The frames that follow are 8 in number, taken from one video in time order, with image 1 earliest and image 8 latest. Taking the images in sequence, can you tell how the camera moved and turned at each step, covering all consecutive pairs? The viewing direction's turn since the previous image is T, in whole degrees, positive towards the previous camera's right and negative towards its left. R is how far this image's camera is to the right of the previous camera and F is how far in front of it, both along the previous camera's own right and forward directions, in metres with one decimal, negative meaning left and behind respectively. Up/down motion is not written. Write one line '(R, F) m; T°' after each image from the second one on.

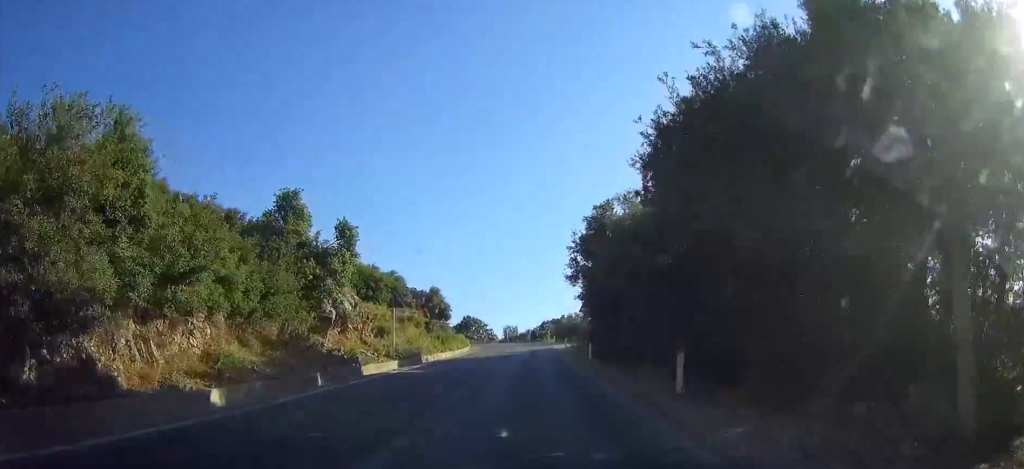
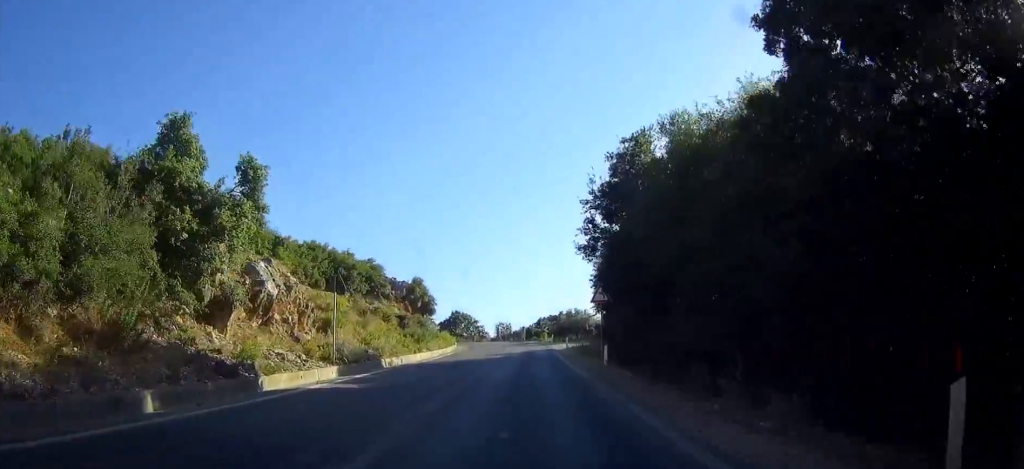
(+0.1, +9.2) m; 0°
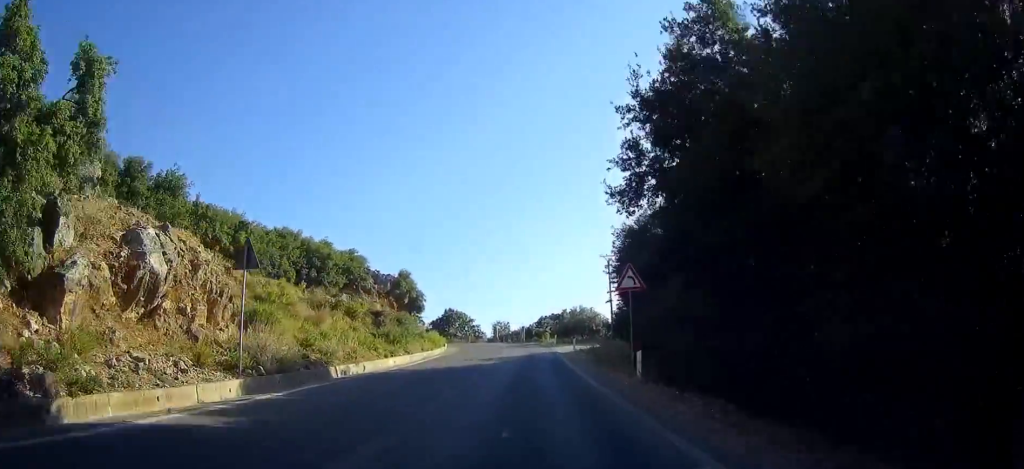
(+0.1, +7.8) m; 0°
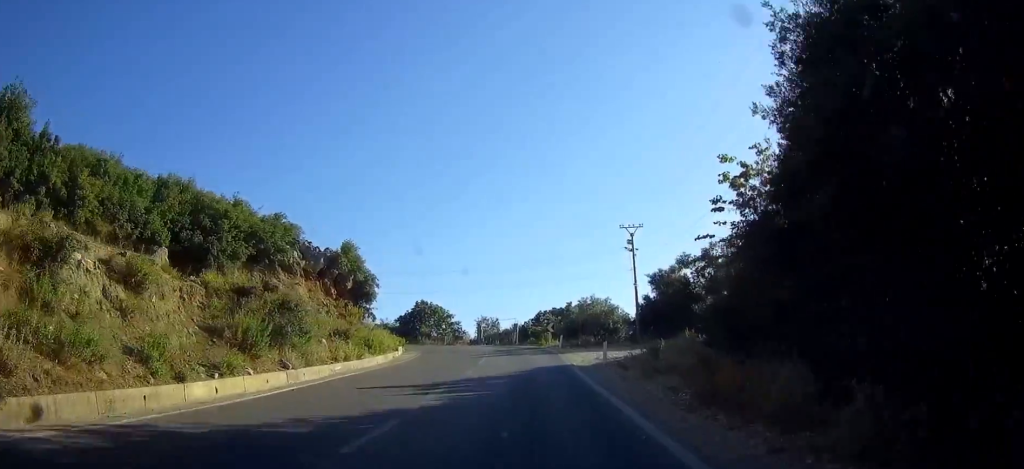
(-0.1, +18.3) m; 0°
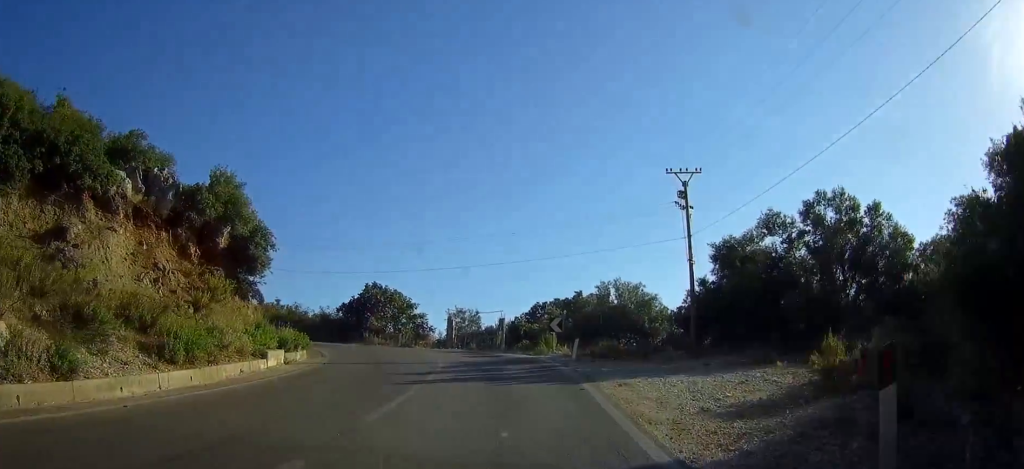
(+0.2, +17.9) m; 0°
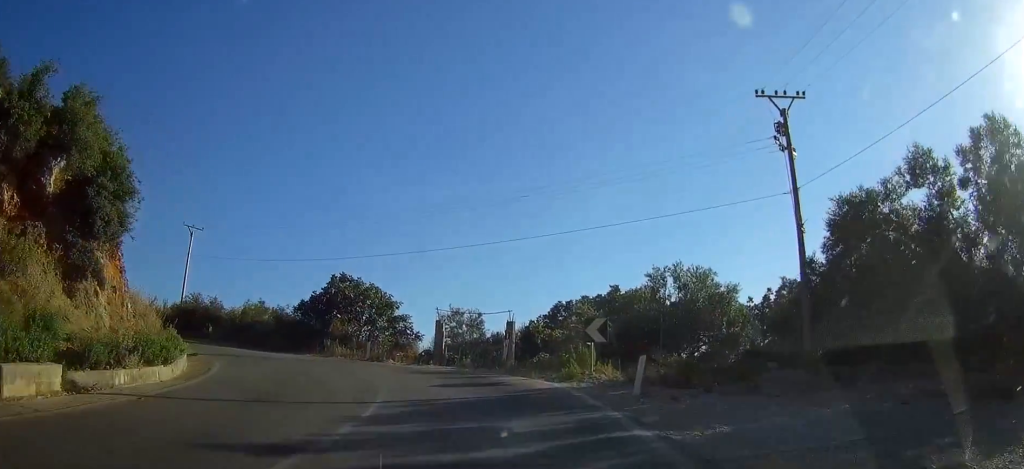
(-0.1, +11.3) m; -3°
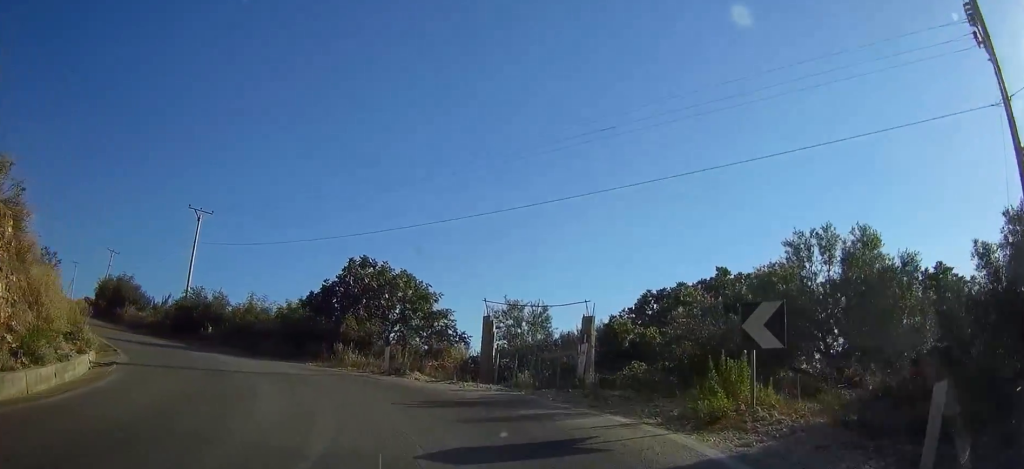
(-0.3, +8.0) m; -6°
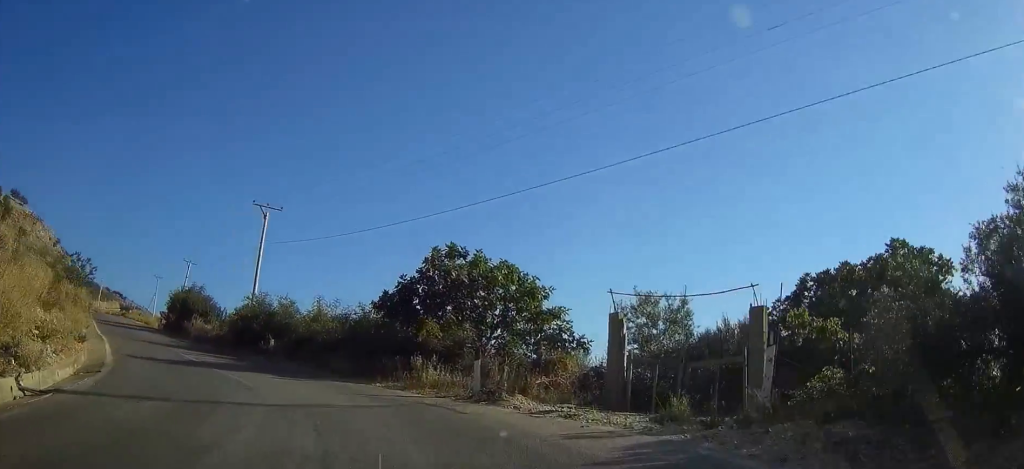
(0.0, +5.6) m; -7°
